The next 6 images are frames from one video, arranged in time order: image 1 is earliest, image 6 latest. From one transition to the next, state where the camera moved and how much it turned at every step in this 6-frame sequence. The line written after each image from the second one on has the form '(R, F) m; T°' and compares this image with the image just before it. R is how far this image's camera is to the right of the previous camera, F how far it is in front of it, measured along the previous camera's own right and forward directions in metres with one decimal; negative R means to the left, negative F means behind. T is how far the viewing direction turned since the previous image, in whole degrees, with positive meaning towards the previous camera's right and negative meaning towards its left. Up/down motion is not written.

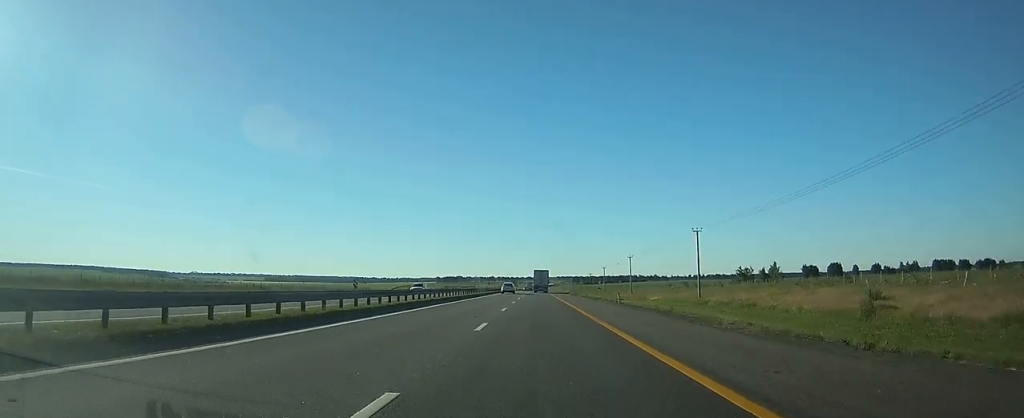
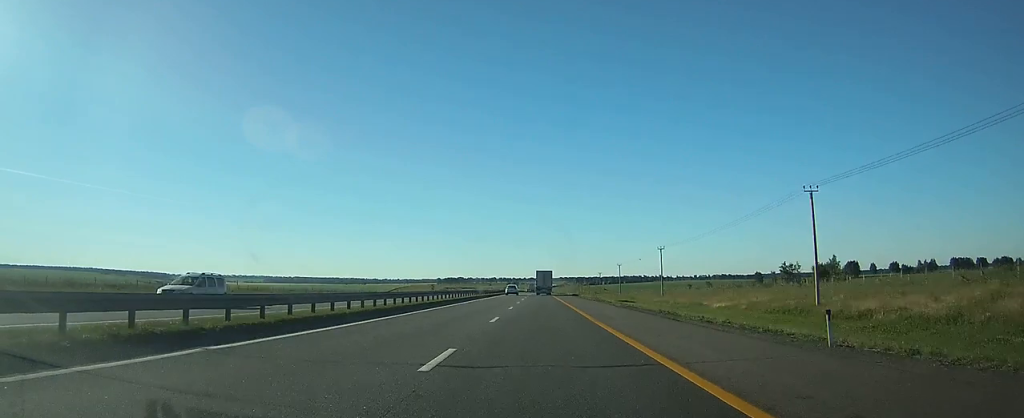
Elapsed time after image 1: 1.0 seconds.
(+0.1, +30.9) m; 0°
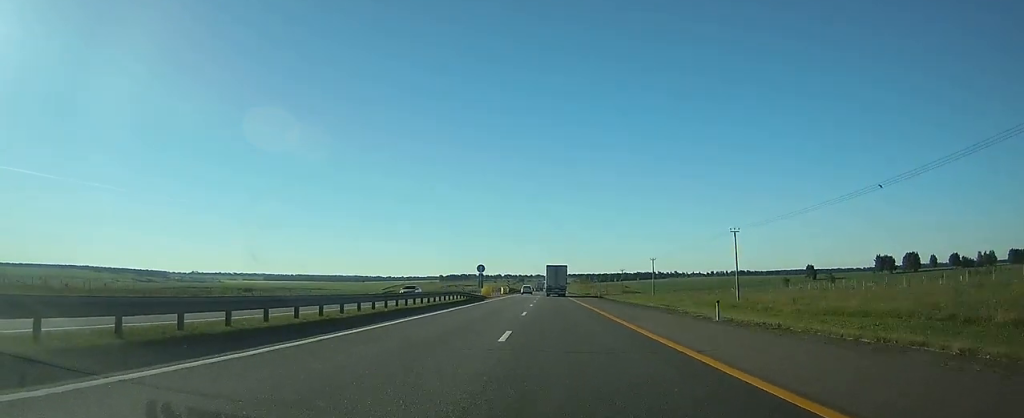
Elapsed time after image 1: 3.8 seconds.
(-0.6, +90.4) m; -1°
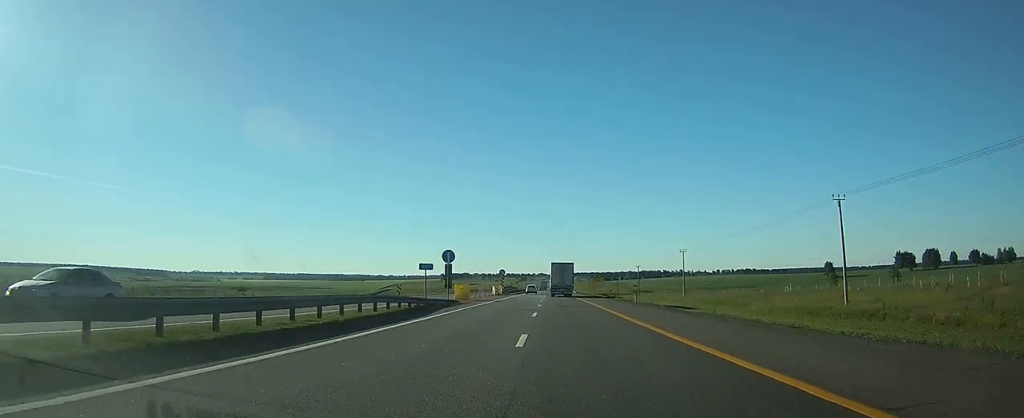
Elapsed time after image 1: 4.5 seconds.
(0.0, +25.0) m; 0°
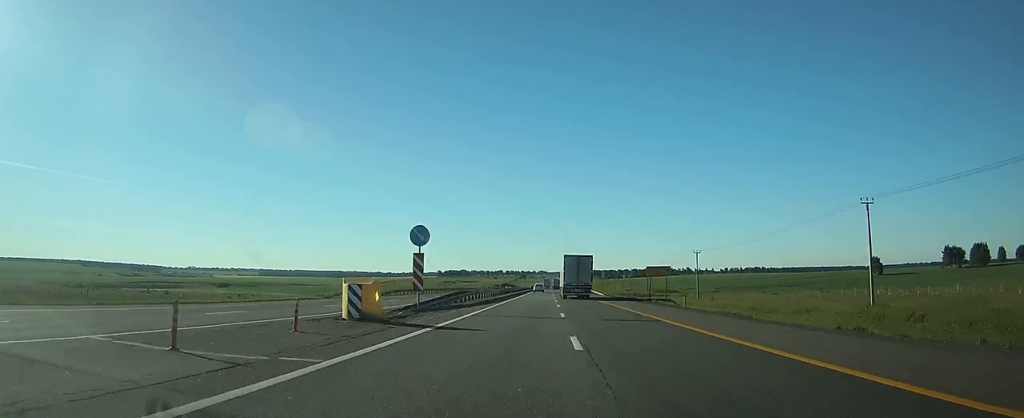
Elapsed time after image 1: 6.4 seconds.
(-0.2, +60.2) m; -1°
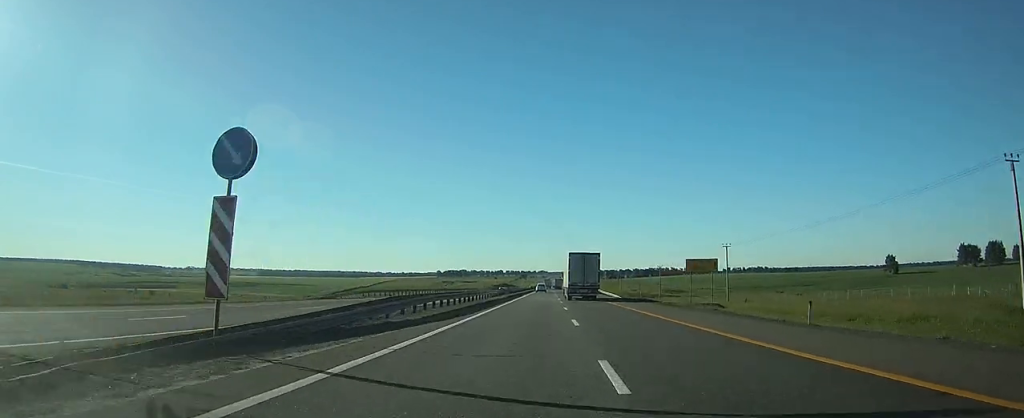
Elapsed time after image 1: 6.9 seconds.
(0.0, +16.5) m; 0°
